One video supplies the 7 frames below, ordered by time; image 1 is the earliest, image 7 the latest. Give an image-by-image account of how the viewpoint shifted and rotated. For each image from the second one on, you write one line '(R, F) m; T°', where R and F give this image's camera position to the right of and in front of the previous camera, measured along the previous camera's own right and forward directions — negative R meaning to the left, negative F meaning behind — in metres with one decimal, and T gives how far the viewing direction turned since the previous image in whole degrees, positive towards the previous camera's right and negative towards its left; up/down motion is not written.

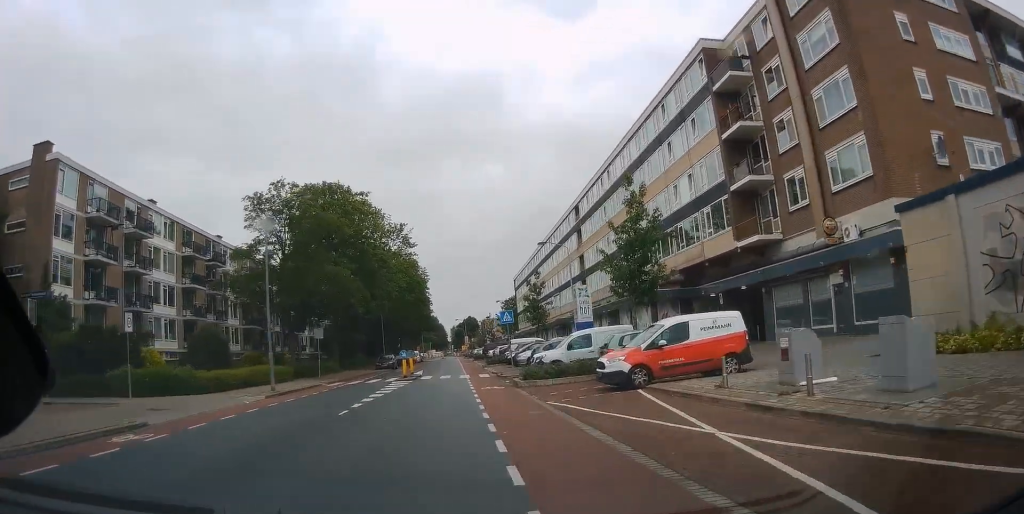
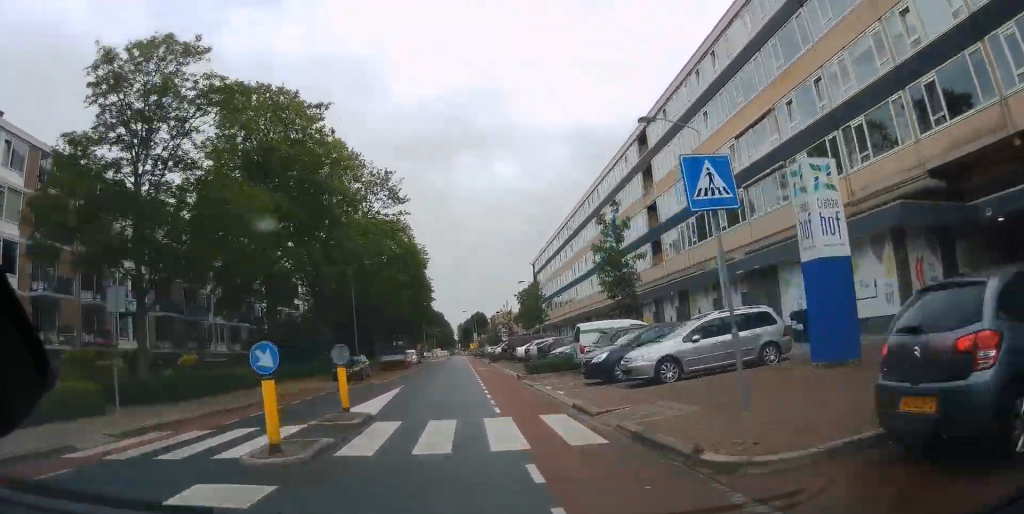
(-1.2, +22.9) m; -3°
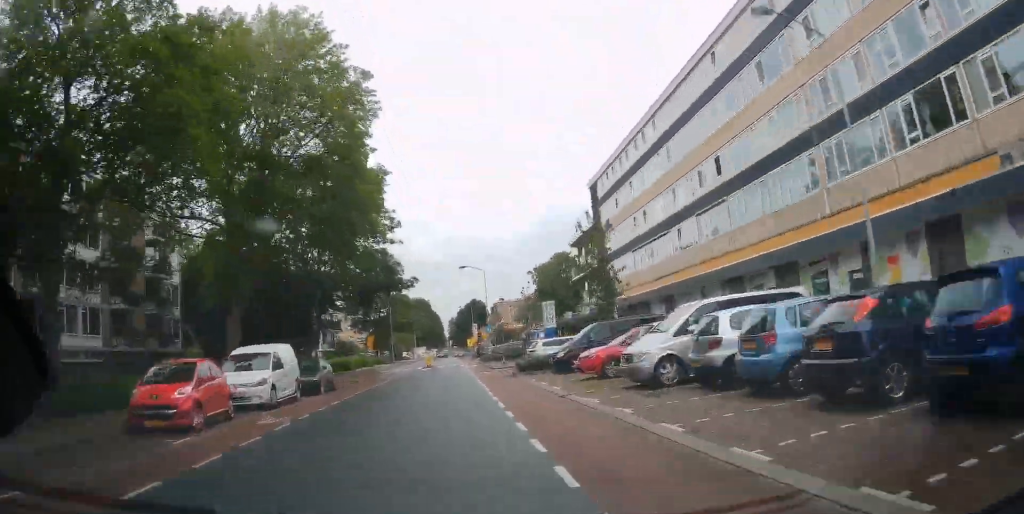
(-1.2, +58.6) m; -2°
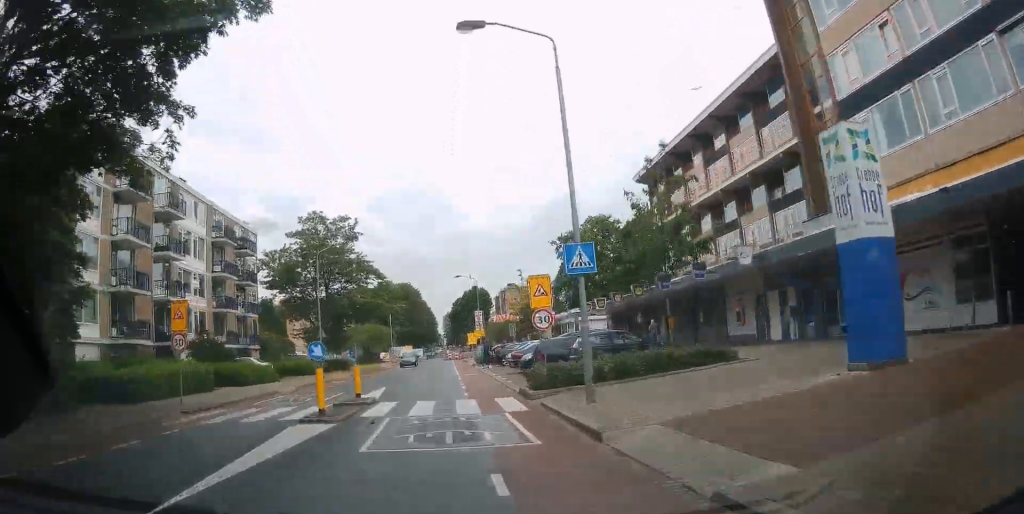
(-0.2, +44.1) m; -1°
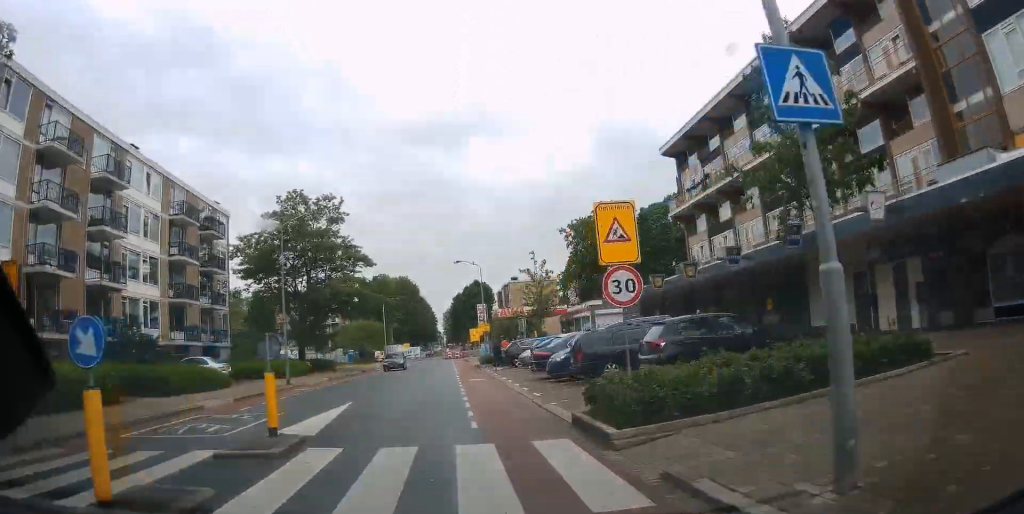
(0.0, +9.4) m; 0°
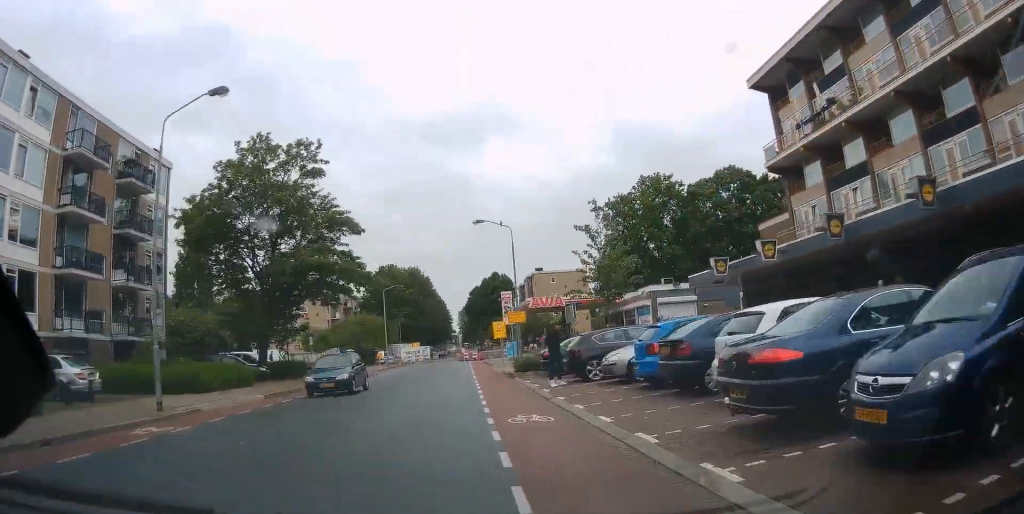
(+0.1, +17.1) m; 0°
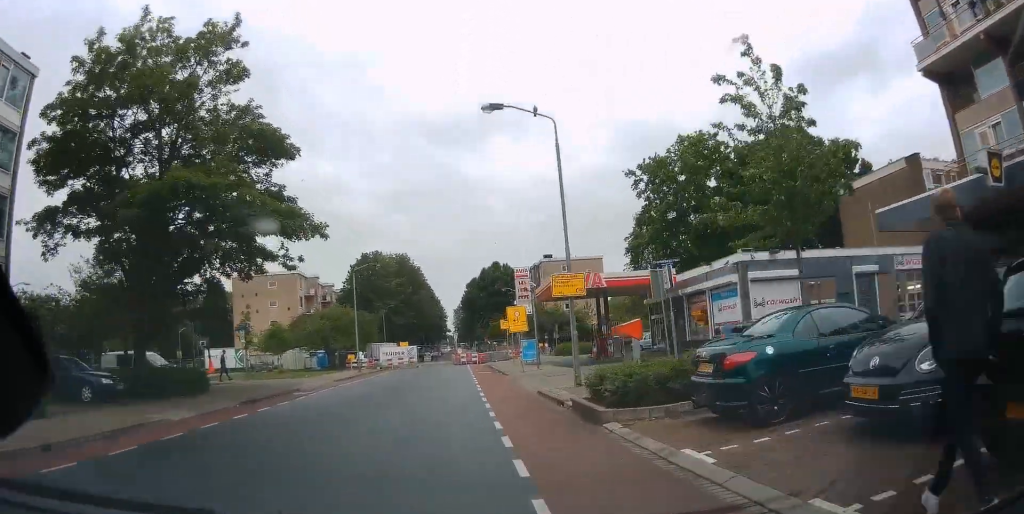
(-0.3, +18.0) m; -1°
